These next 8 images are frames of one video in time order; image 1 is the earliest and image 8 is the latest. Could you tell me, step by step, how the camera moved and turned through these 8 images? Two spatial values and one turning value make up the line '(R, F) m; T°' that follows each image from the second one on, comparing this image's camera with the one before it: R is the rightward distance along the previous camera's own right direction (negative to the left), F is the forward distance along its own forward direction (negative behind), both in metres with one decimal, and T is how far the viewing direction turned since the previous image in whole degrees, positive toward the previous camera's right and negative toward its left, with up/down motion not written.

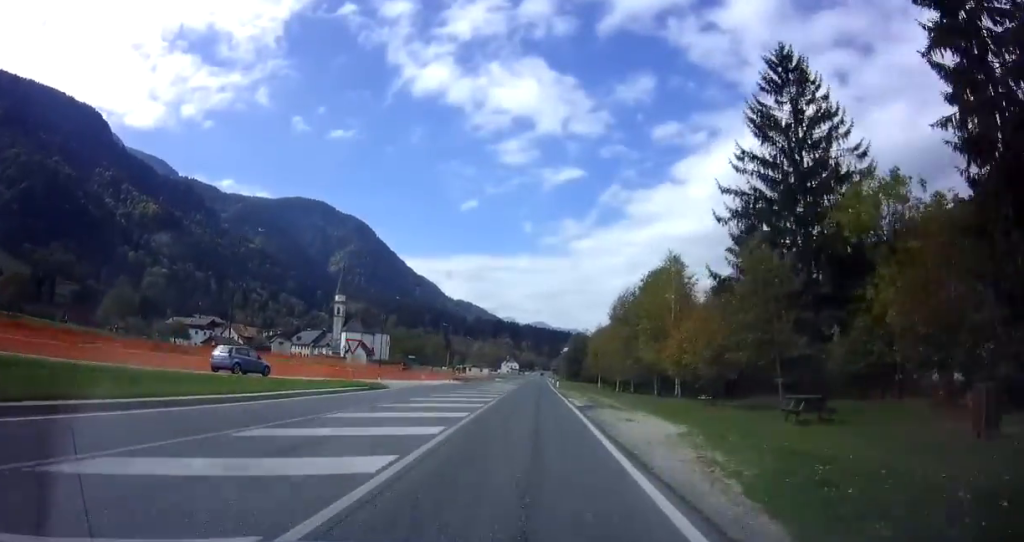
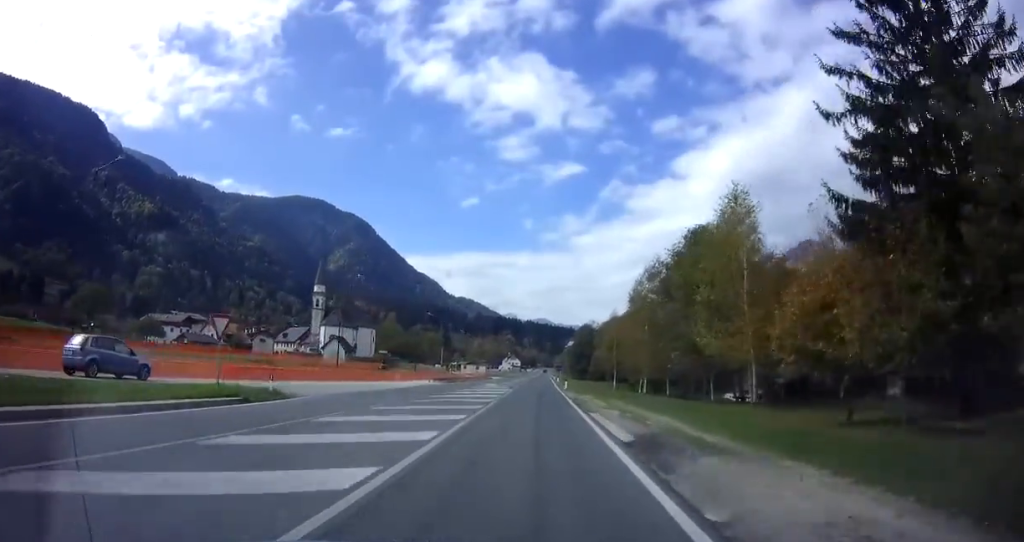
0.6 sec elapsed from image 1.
(-0.3, +14.0) m; 0°
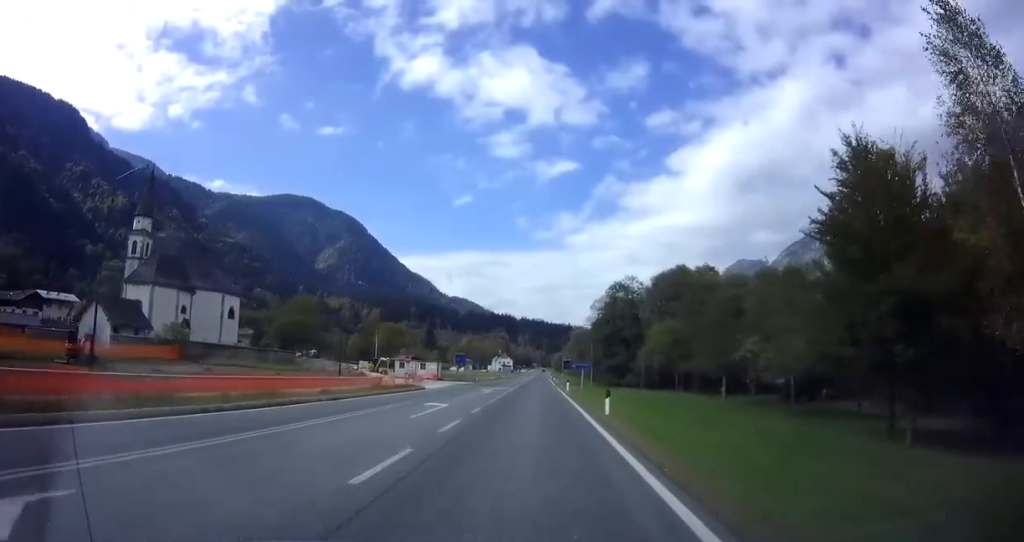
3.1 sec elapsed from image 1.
(+1.2, +59.3) m; +1°
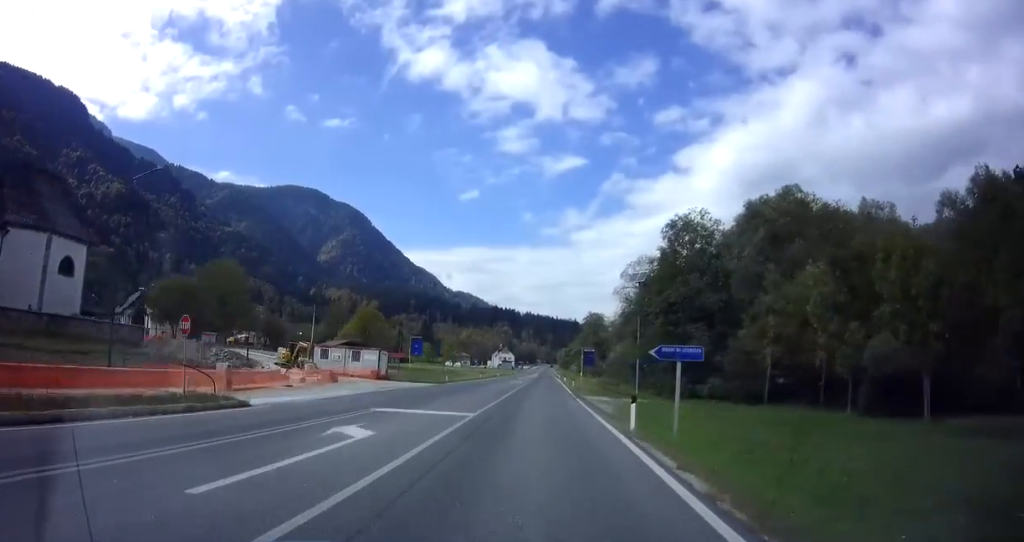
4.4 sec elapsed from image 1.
(0.0, +29.1) m; 0°
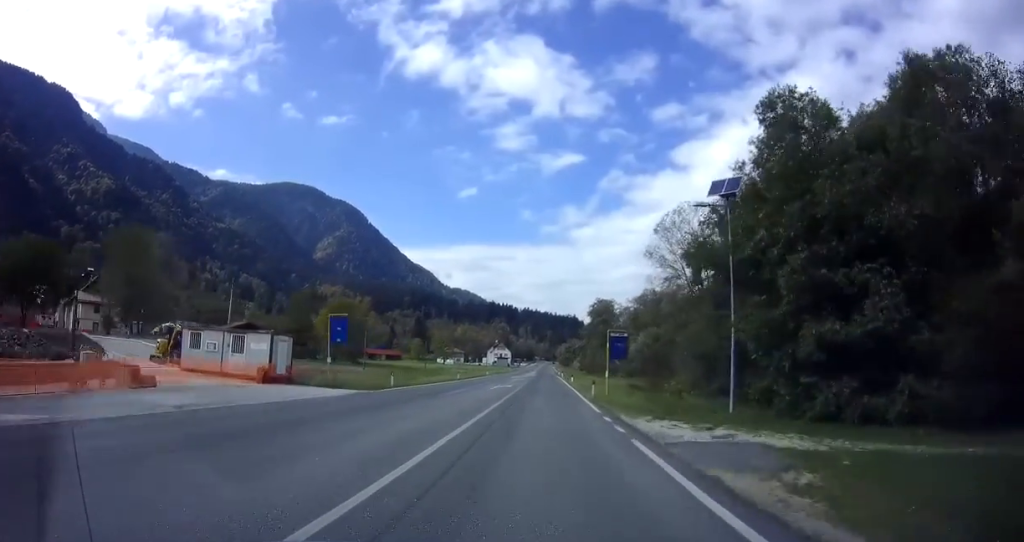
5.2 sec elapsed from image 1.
(0.0, +19.0) m; 0°
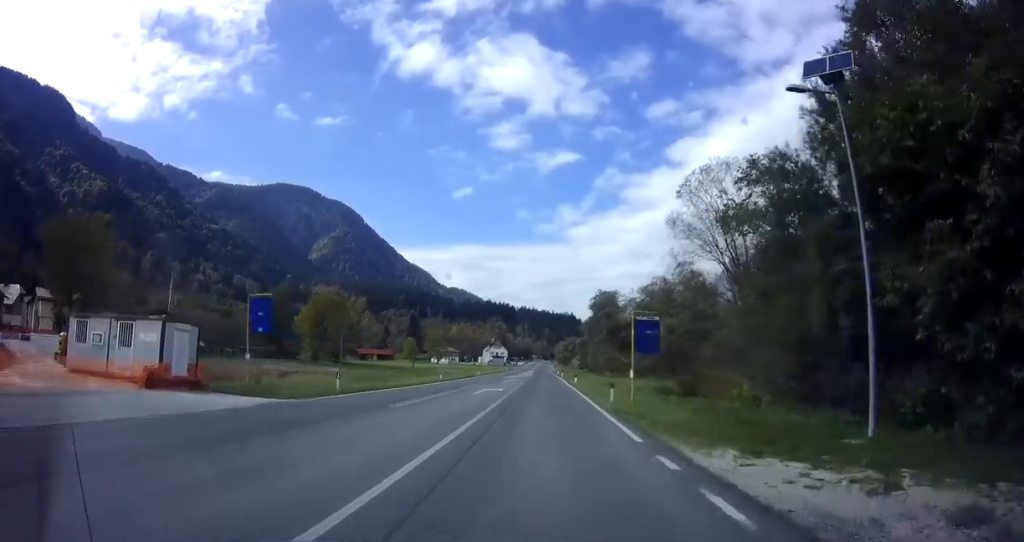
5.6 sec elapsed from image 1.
(0.0, +9.5) m; 0°
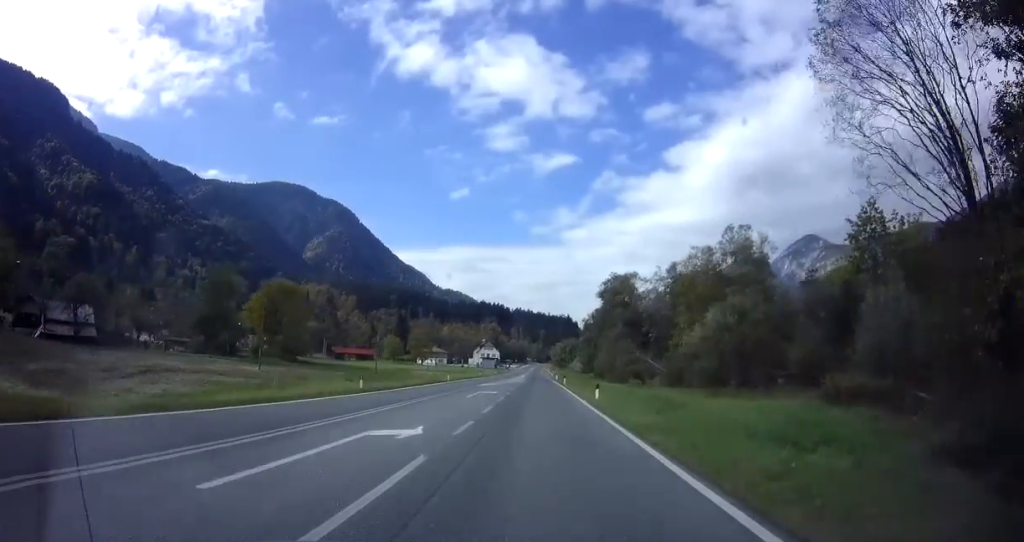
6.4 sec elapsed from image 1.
(0.0, +20.6) m; 0°
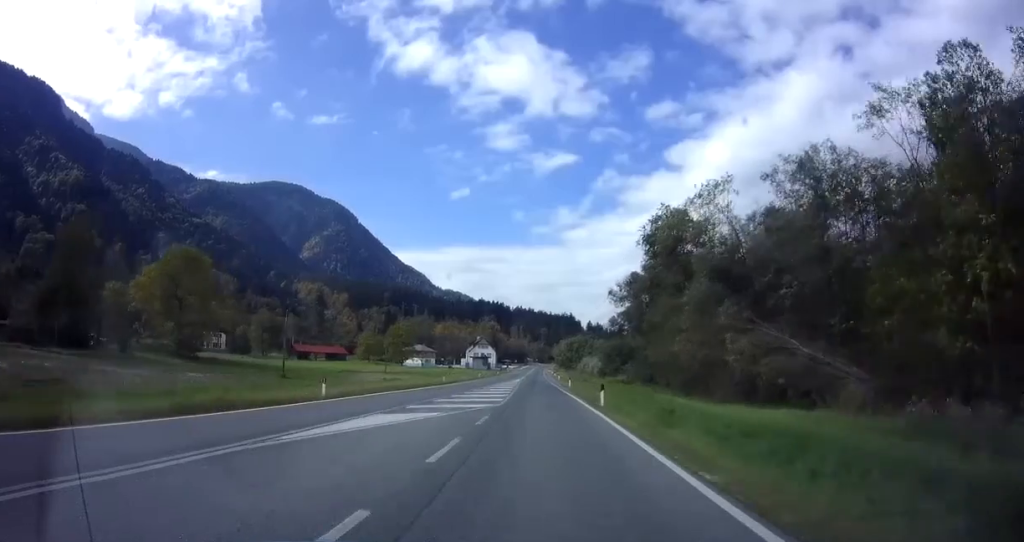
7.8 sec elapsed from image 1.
(-0.2, +31.7) m; -1°
